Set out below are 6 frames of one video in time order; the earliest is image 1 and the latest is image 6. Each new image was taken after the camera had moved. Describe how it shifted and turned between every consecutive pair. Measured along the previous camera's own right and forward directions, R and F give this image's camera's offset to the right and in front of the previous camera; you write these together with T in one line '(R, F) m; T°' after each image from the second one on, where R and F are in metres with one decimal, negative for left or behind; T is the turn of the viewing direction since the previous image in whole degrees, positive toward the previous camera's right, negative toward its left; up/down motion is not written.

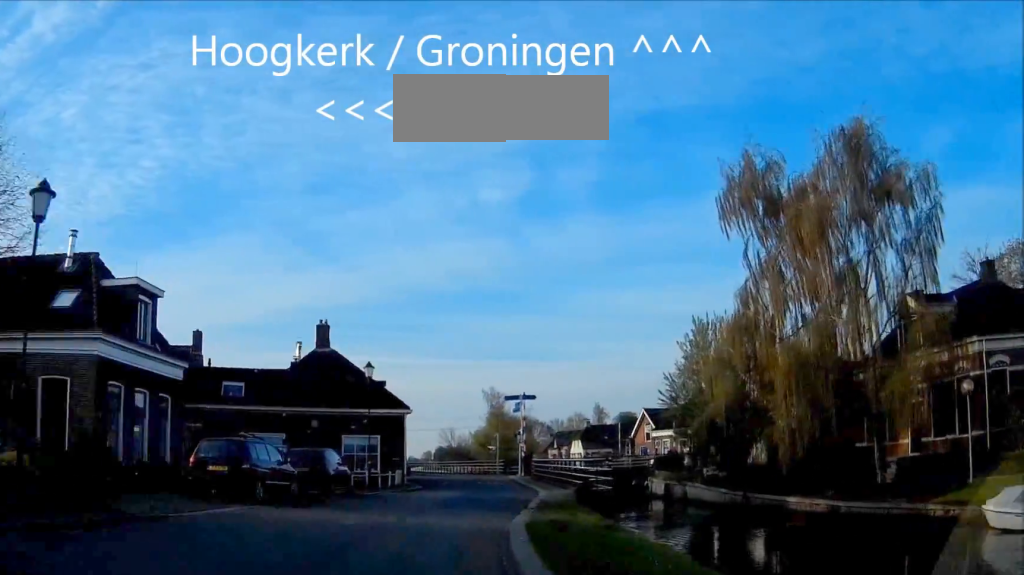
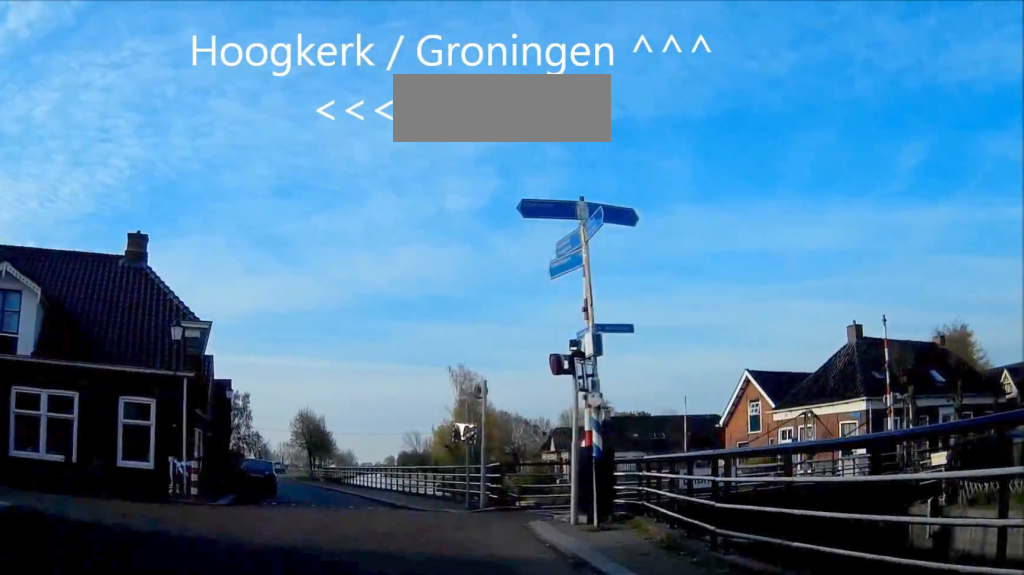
(+2.2, +35.8) m; +2°
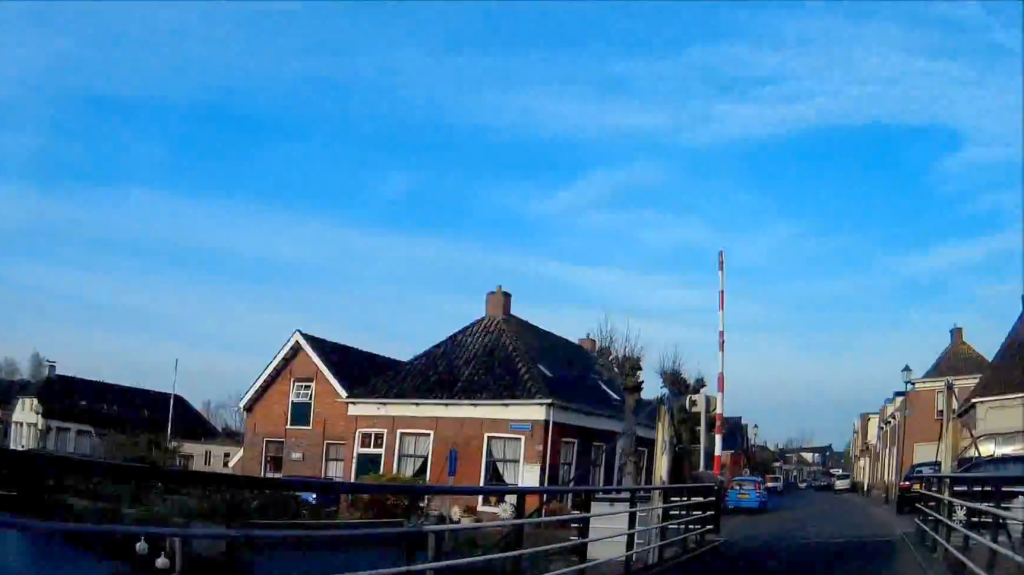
(+7.6, +19.5) m; +59°
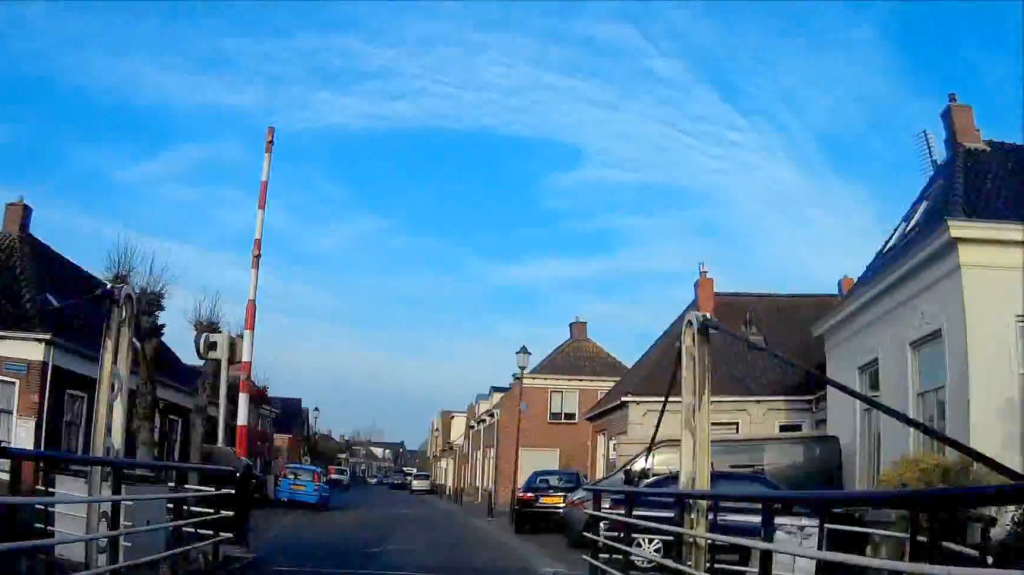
(+1.3, +7.2) m; +7°
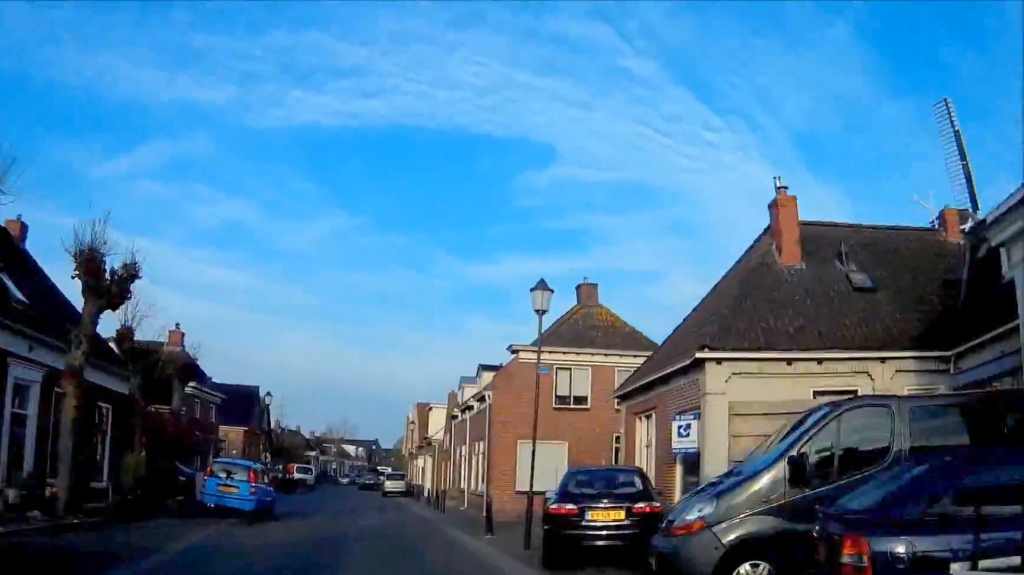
(+0.4, +7.2) m; +3°
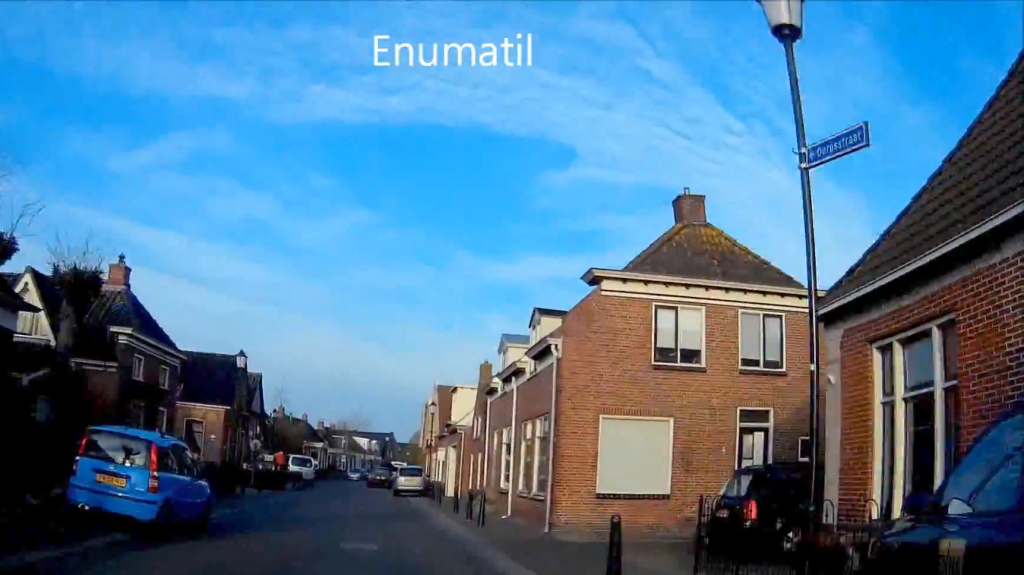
(0.0, +8.5) m; 0°
